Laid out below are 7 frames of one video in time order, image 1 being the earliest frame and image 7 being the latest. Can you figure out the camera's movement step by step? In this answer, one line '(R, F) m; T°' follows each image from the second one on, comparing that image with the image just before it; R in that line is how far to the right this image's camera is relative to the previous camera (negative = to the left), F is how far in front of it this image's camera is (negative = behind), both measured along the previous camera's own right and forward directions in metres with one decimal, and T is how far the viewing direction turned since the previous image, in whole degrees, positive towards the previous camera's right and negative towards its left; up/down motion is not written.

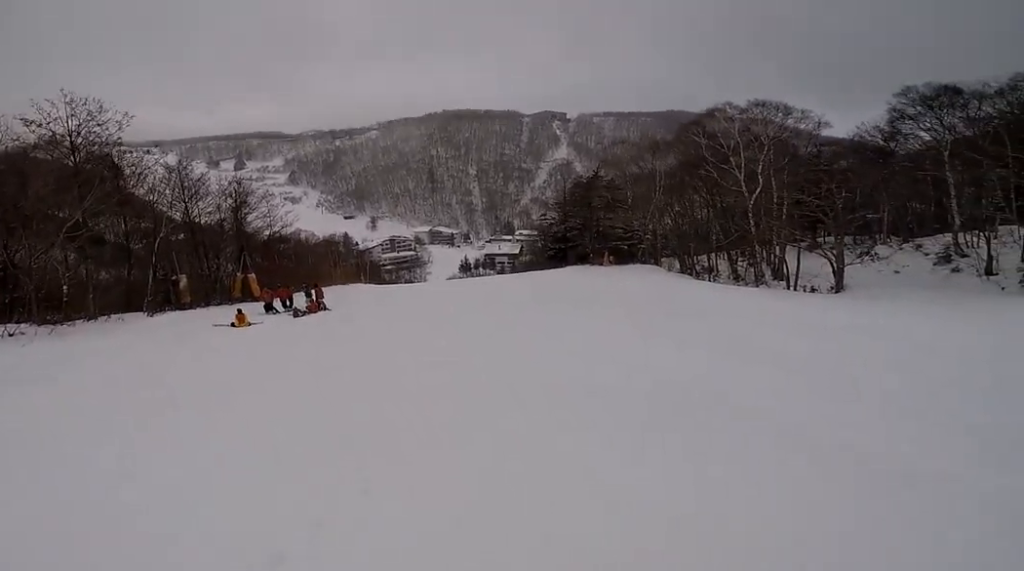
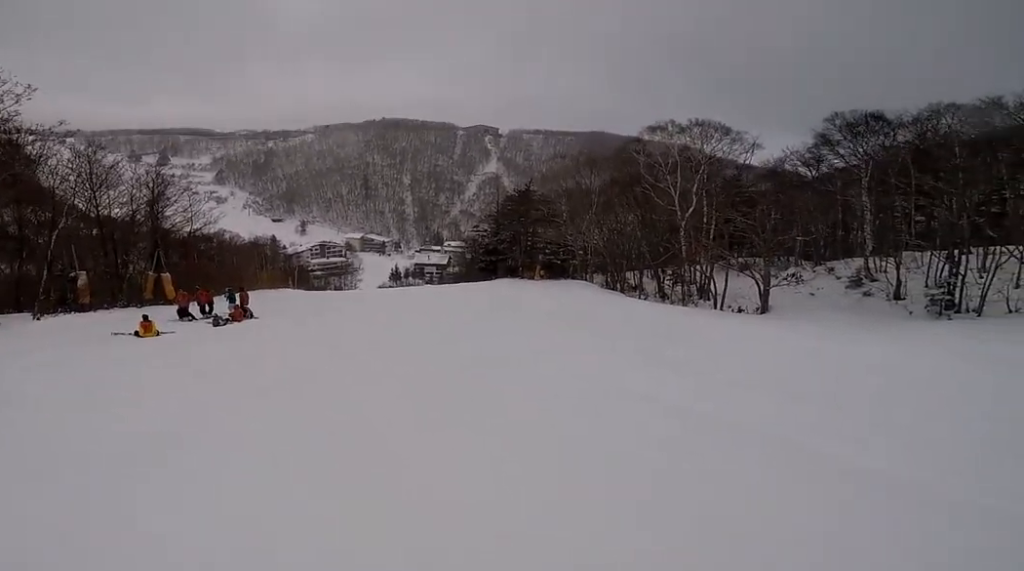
(-0.1, +2.4) m; +8°
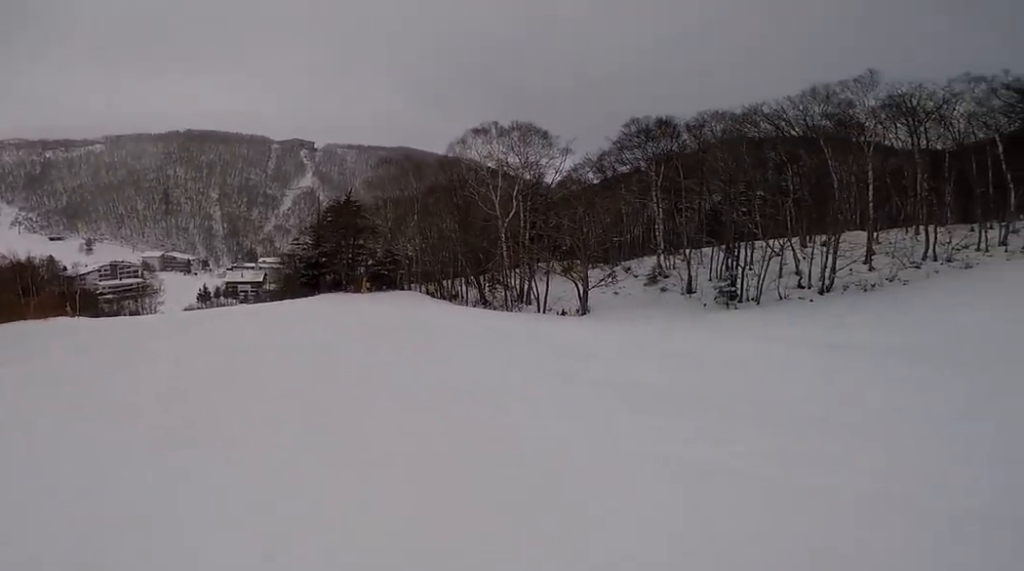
(+0.8, +4.9) m; +22°
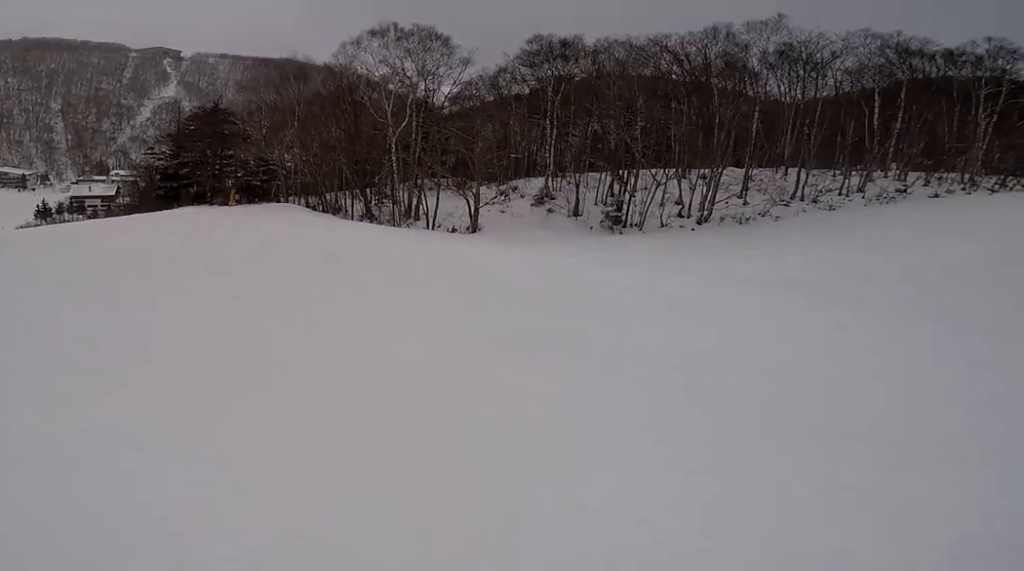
(+0.9, +3.8) m; +11°
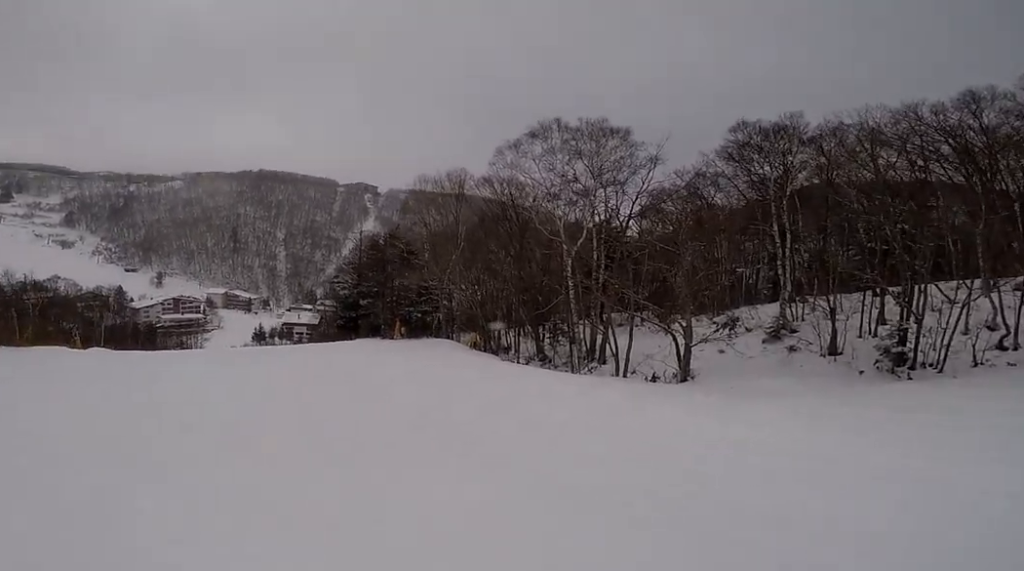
(+0.6, +7.2) m; -8°
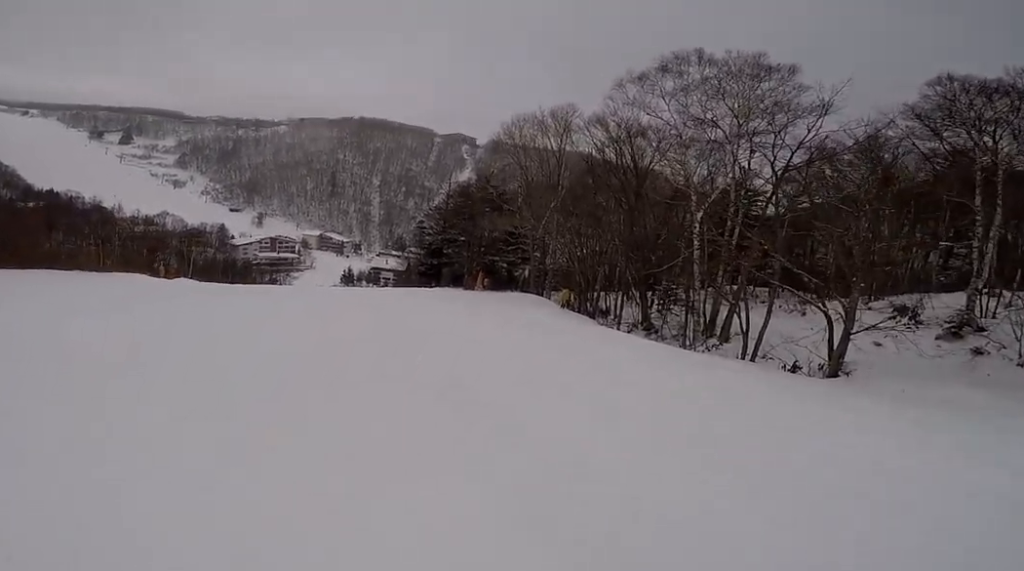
(-0.8, +3.6) m; -17°
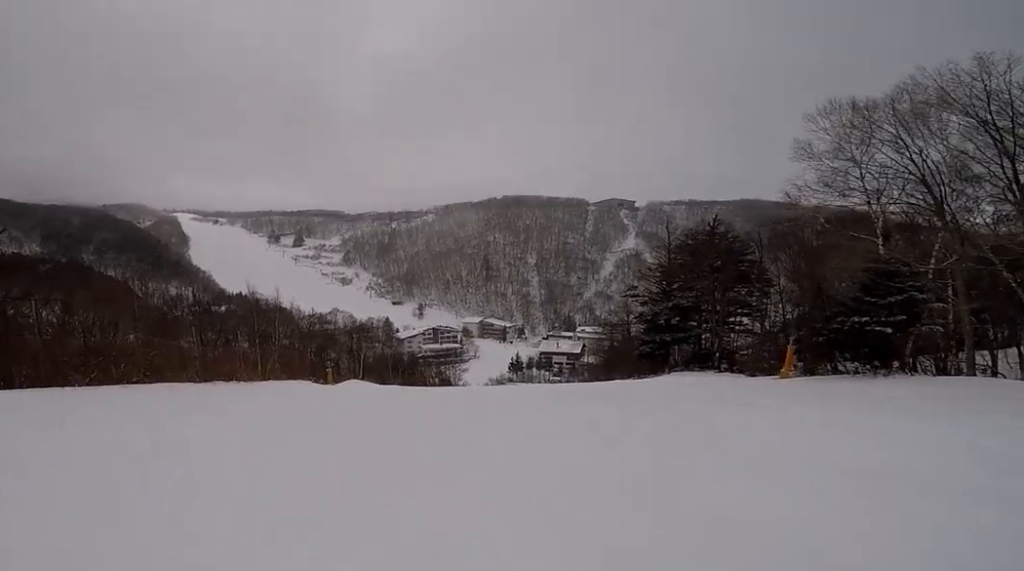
(-7.7, +12.1) m; -29°
